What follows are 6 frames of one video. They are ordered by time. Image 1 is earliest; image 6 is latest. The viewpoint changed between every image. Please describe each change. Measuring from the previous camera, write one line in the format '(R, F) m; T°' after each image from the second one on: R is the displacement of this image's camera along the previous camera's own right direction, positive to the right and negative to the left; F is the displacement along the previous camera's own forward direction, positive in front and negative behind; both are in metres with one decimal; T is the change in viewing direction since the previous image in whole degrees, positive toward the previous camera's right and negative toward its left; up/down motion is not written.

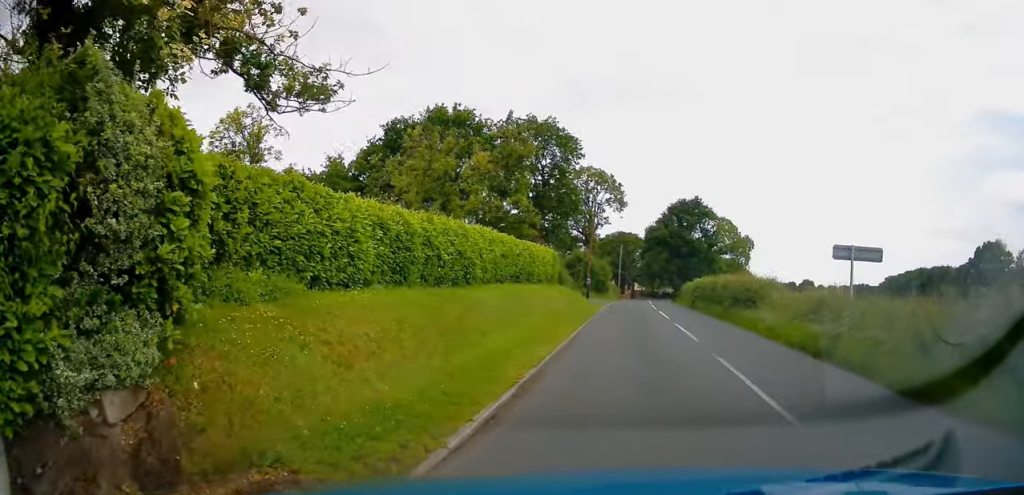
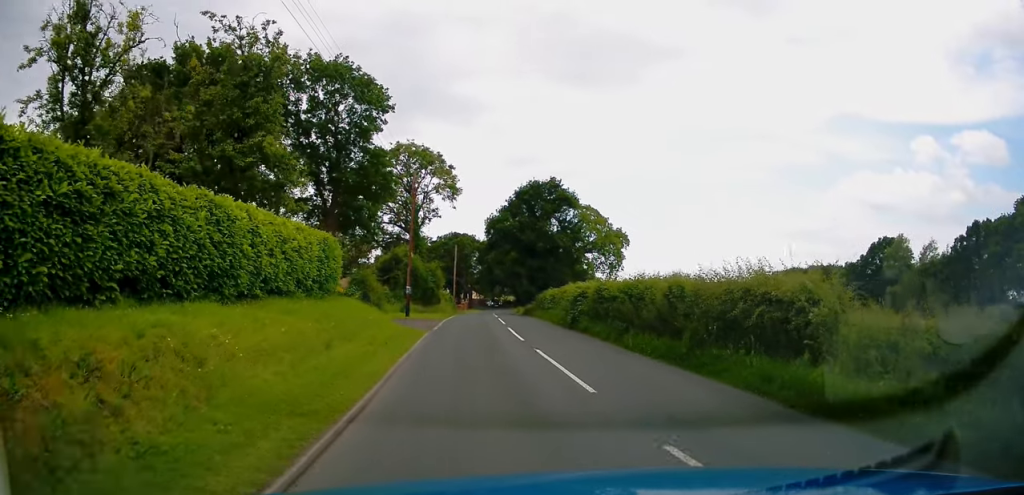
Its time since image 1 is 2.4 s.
(+3.0, +15.0) m; +11°
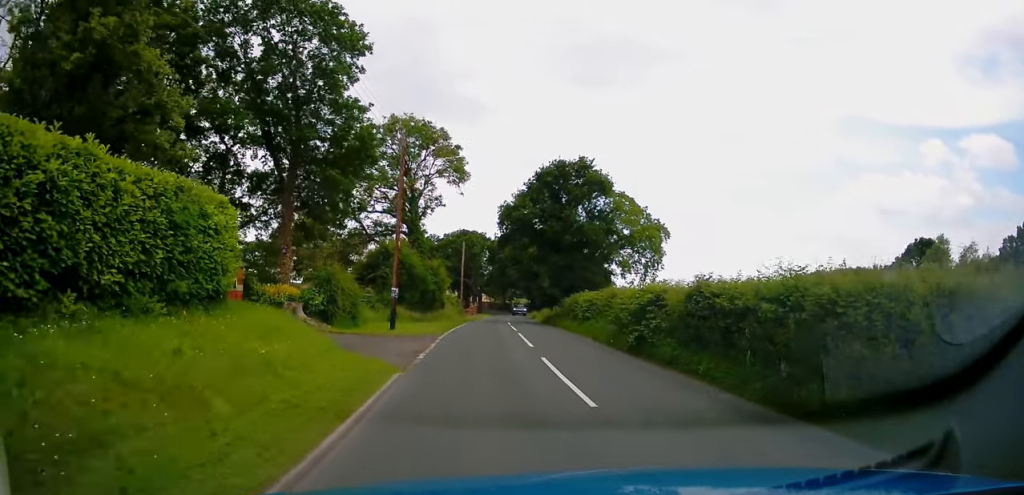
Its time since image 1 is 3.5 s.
(+0.1, +9.1) m; +2°
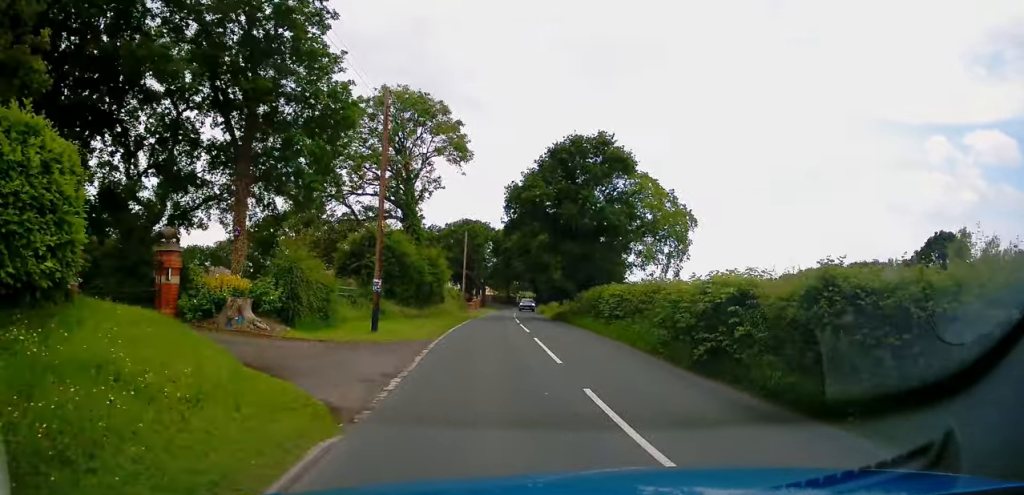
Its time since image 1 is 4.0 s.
(+0.1, +5.1) m; +1°
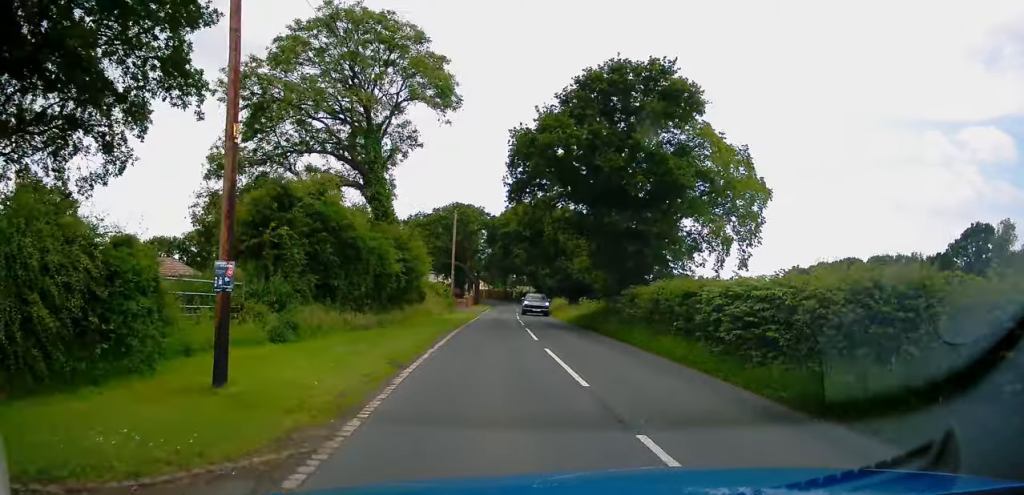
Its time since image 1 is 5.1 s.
(+0.1, +11.5) m; +1°
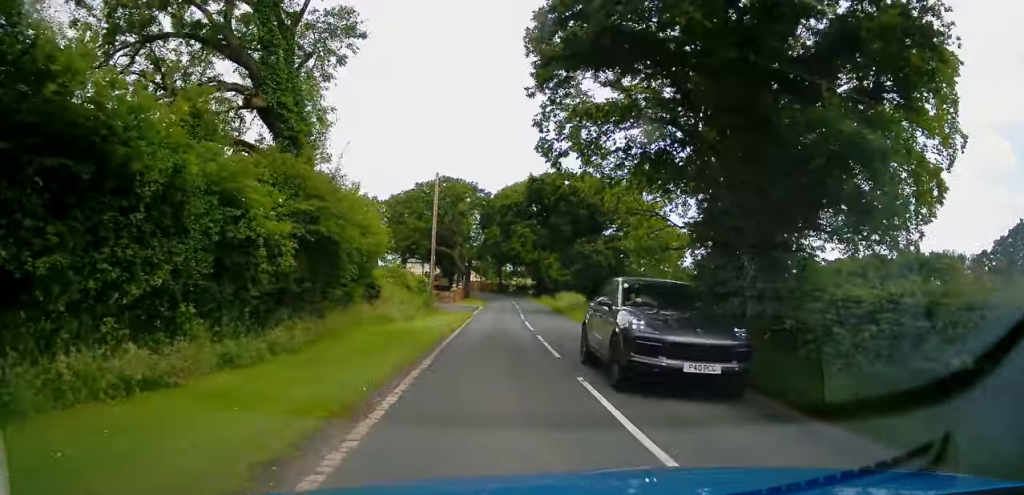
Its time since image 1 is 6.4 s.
(+0.2, +13.6) m; -2°
